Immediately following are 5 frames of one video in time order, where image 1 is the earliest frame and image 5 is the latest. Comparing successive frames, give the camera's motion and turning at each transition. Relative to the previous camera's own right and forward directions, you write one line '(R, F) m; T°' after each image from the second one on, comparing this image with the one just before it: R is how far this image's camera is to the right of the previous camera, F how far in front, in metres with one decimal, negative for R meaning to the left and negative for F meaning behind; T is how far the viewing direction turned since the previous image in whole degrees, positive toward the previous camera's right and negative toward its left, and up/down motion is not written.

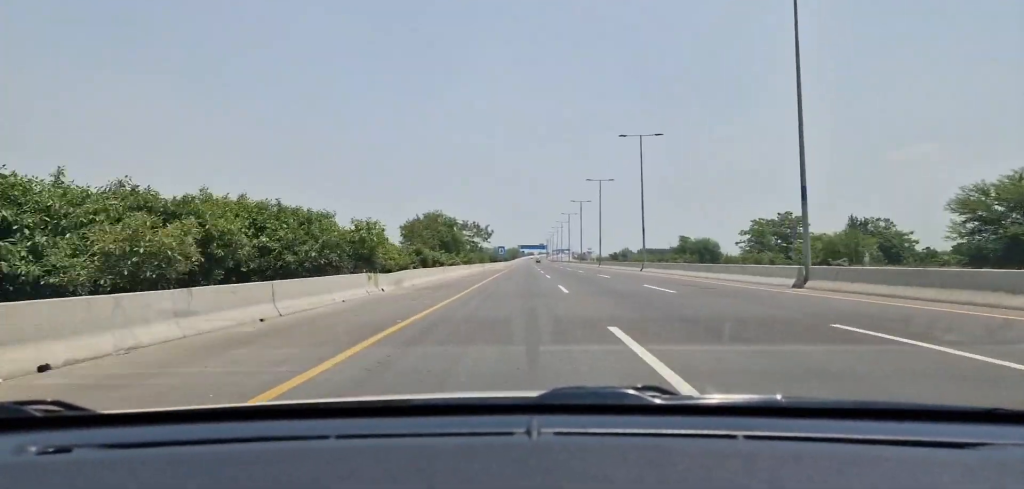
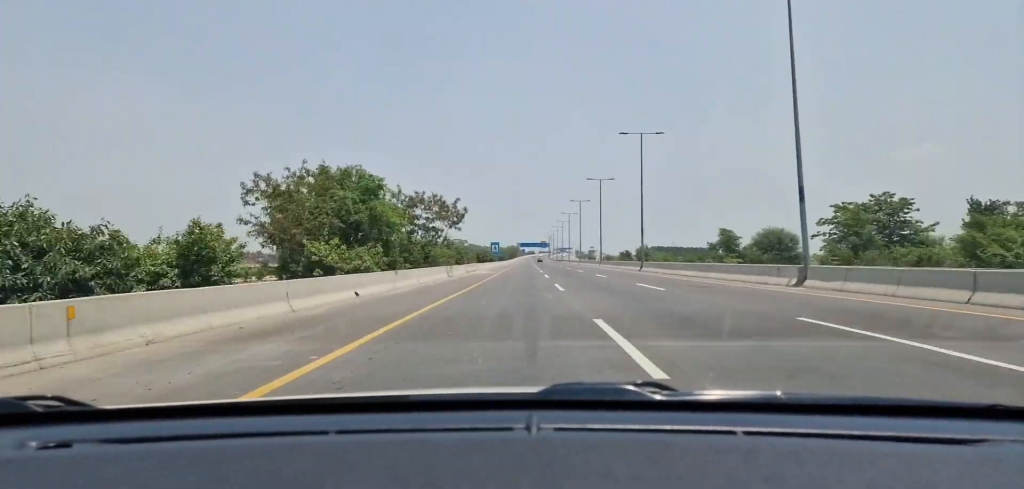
(0.0, +34.7) m; 0°
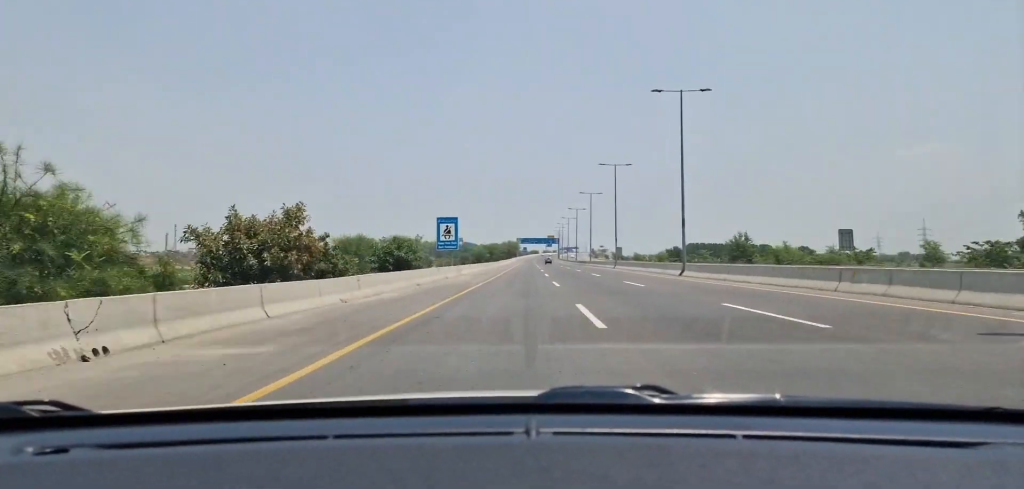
(-0.1, +85.3) m; 0°
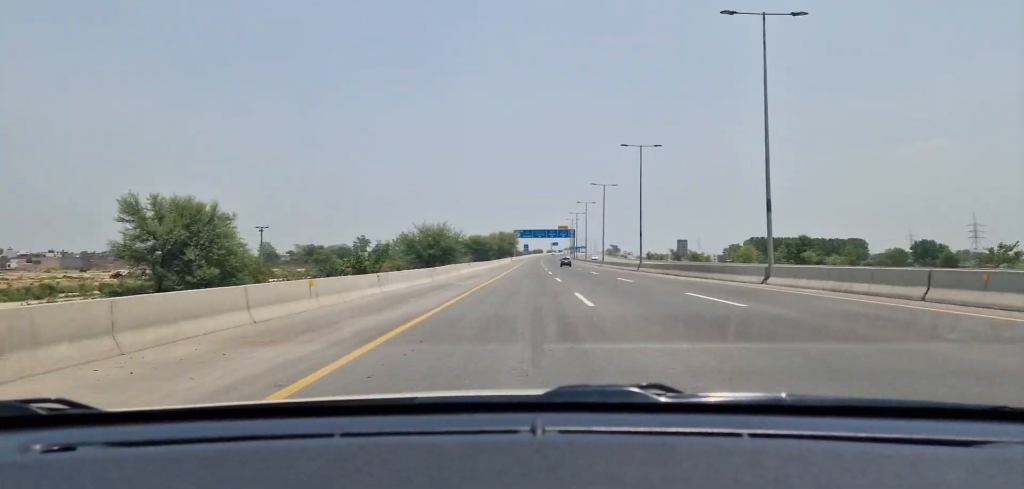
(-0.1, +85.3) m; 0°
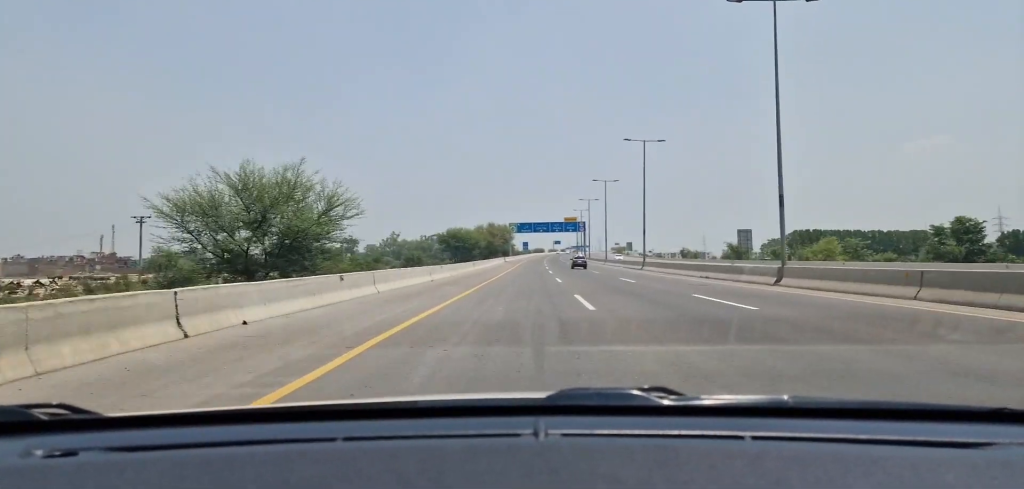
(0.0, +38.1) m; 0°
